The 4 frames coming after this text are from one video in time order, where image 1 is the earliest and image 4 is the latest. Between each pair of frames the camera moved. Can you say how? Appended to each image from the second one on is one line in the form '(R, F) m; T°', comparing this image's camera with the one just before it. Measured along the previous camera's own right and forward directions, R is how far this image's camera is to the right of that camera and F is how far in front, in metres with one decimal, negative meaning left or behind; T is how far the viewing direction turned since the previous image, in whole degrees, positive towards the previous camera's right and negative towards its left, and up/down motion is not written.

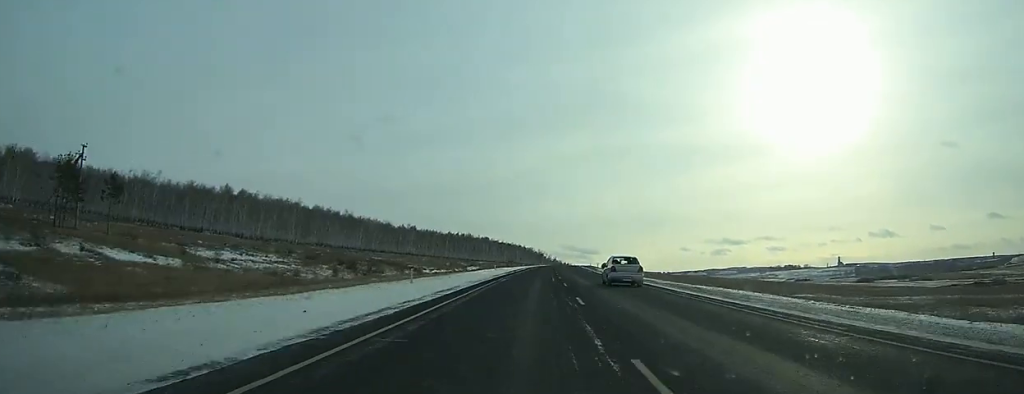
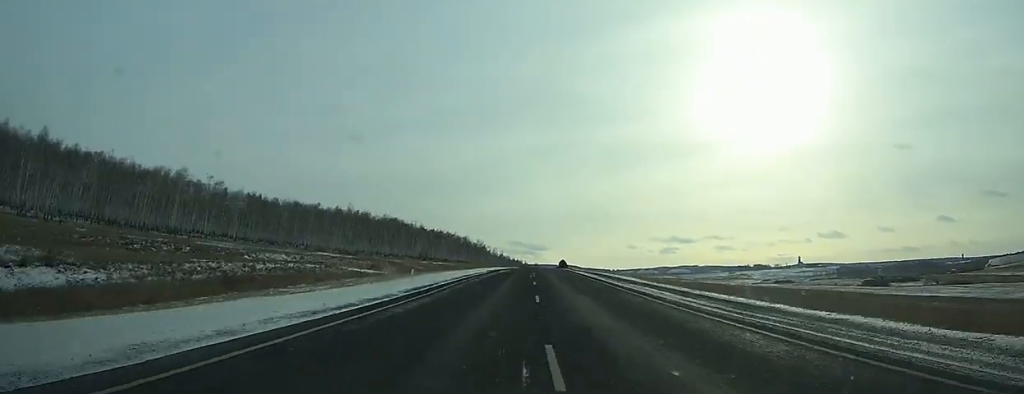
(+5.6, +146.4) m; +4°
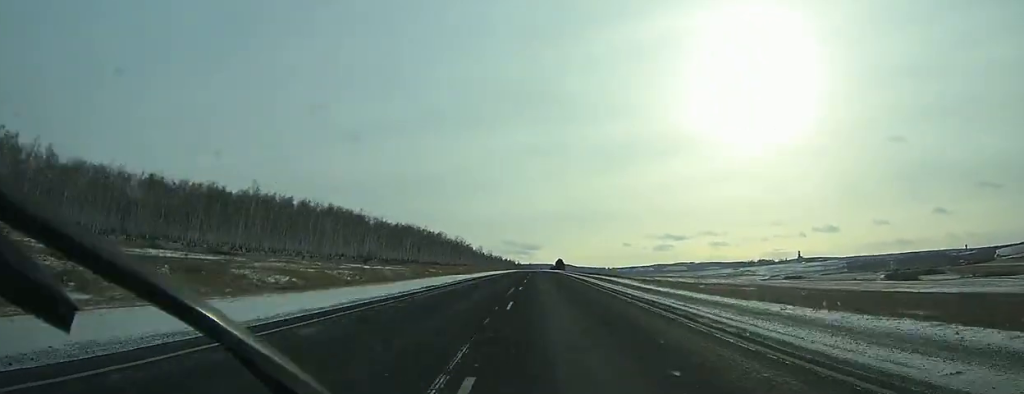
(+1.0, +68.9) m; +1°
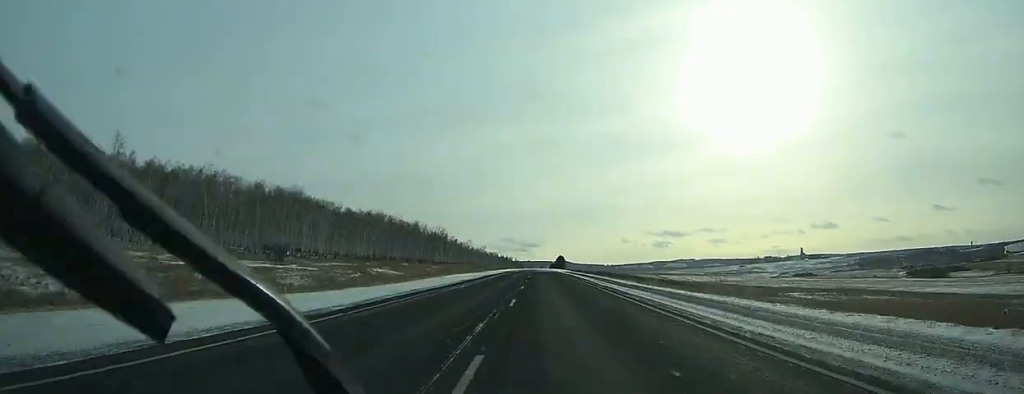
(+0.3, +50.8) m; 0°
